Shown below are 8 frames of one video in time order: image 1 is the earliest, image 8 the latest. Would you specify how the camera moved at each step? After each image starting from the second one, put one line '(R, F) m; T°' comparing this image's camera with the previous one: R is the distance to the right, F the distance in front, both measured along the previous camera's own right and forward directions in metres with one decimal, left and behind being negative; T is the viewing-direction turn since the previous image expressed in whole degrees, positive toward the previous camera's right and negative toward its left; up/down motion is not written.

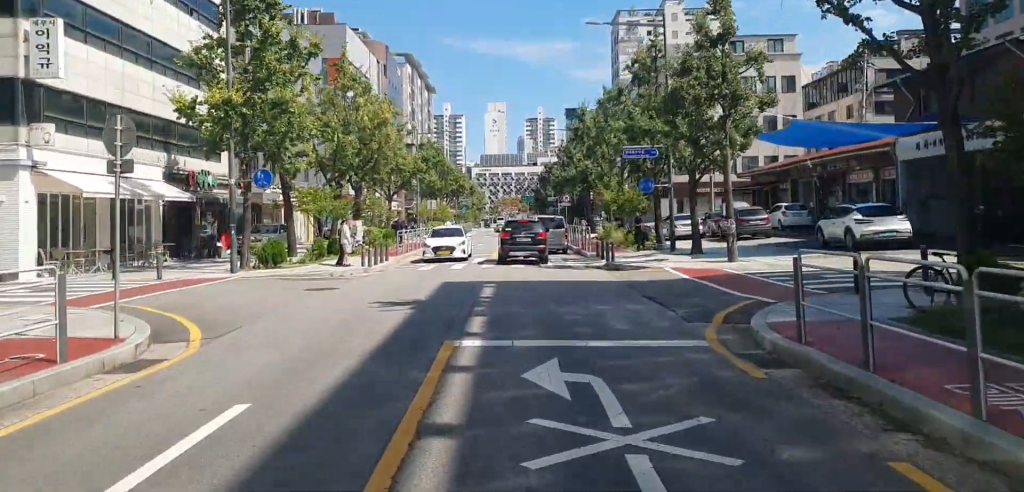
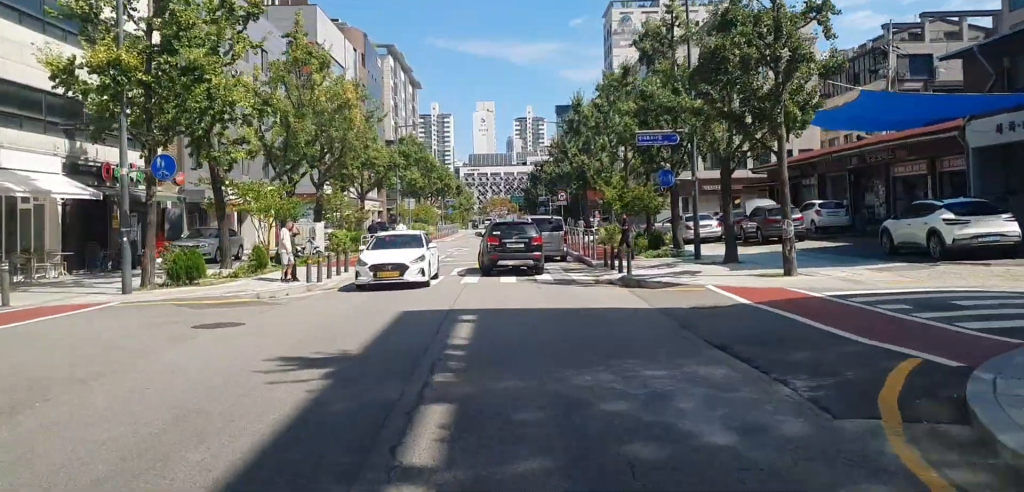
(+0.1, +6.4) m; +1°
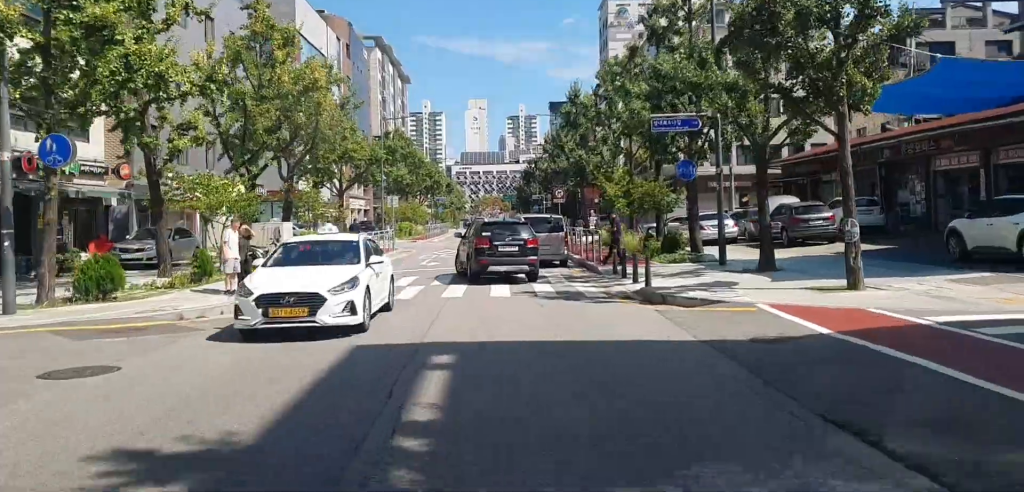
(0.0, +4.3) m; -1°
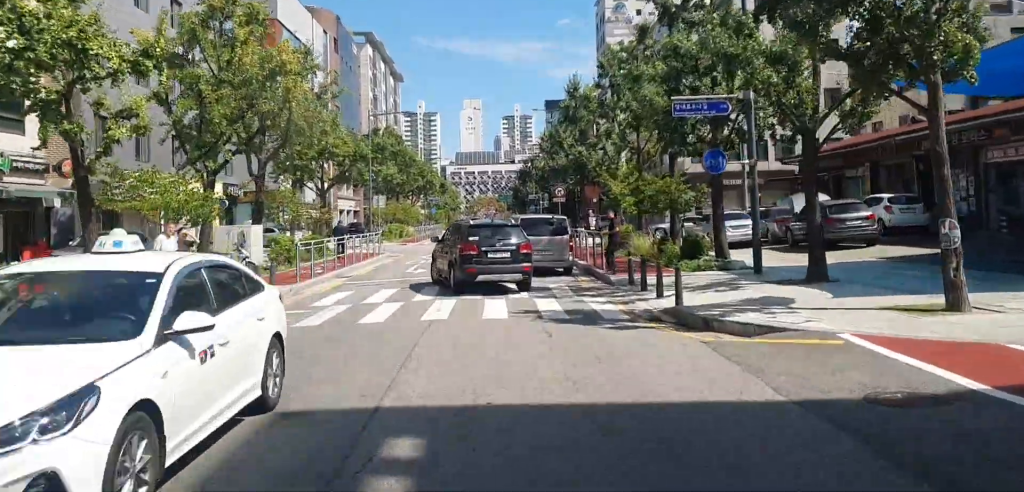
(0.0, +3.6) m; 0°
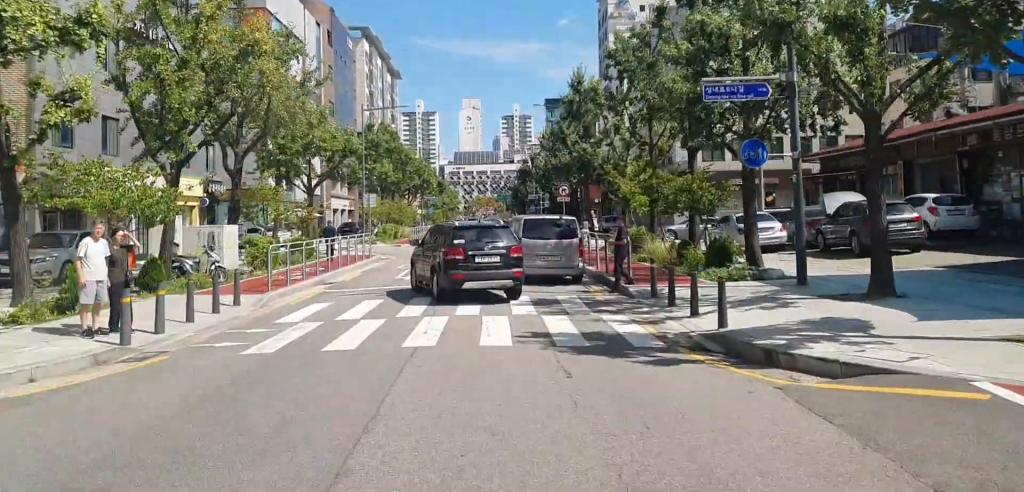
(-0.1, +2.9) m; +1°
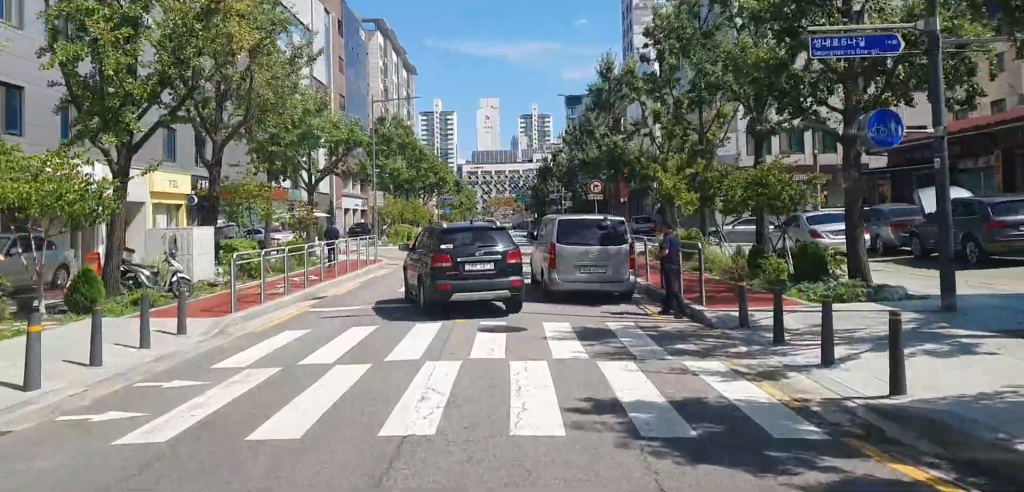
(+0.1, +4.5) m; -1°
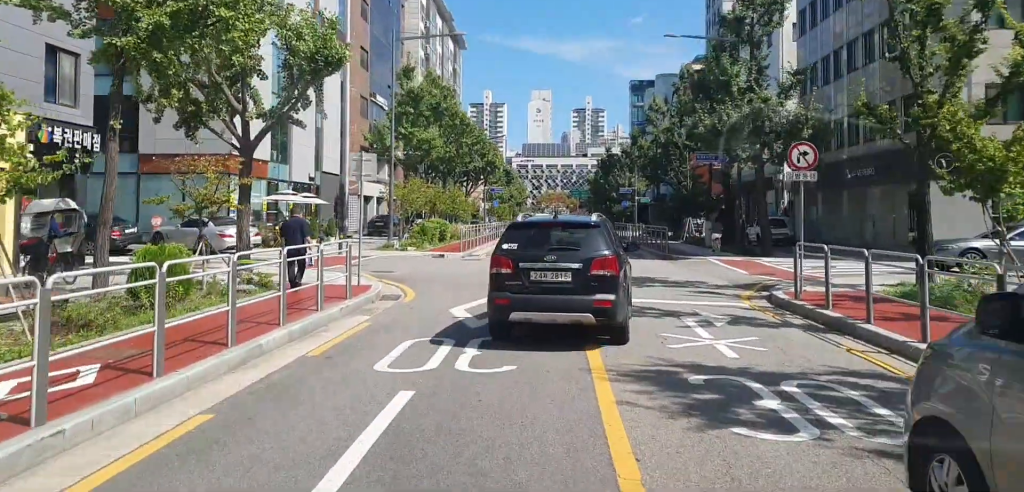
(-0.9, +16.4) m; -2°
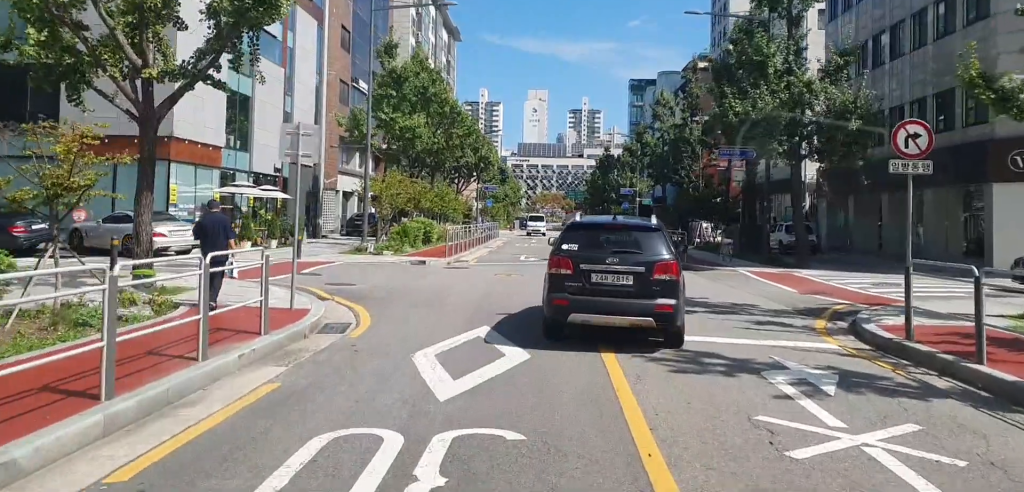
(0.0, +4.8) m; -3°
